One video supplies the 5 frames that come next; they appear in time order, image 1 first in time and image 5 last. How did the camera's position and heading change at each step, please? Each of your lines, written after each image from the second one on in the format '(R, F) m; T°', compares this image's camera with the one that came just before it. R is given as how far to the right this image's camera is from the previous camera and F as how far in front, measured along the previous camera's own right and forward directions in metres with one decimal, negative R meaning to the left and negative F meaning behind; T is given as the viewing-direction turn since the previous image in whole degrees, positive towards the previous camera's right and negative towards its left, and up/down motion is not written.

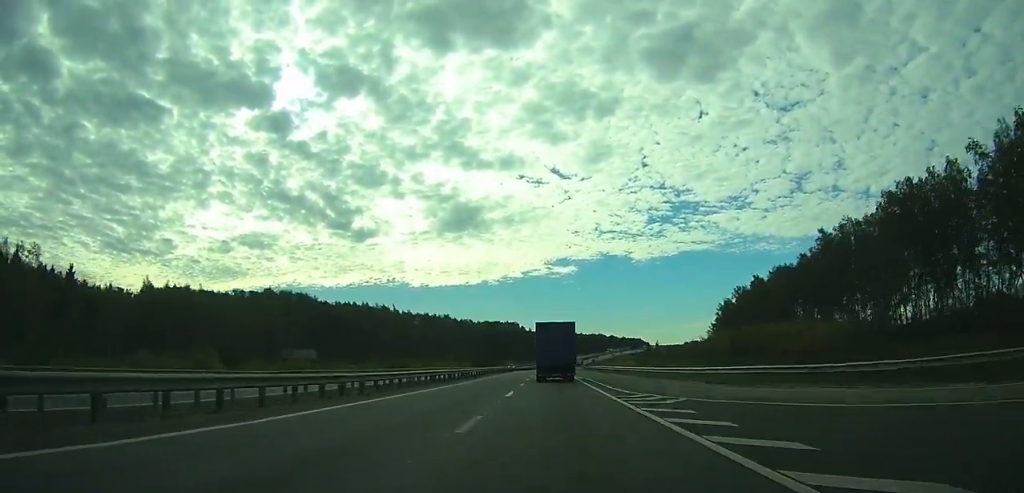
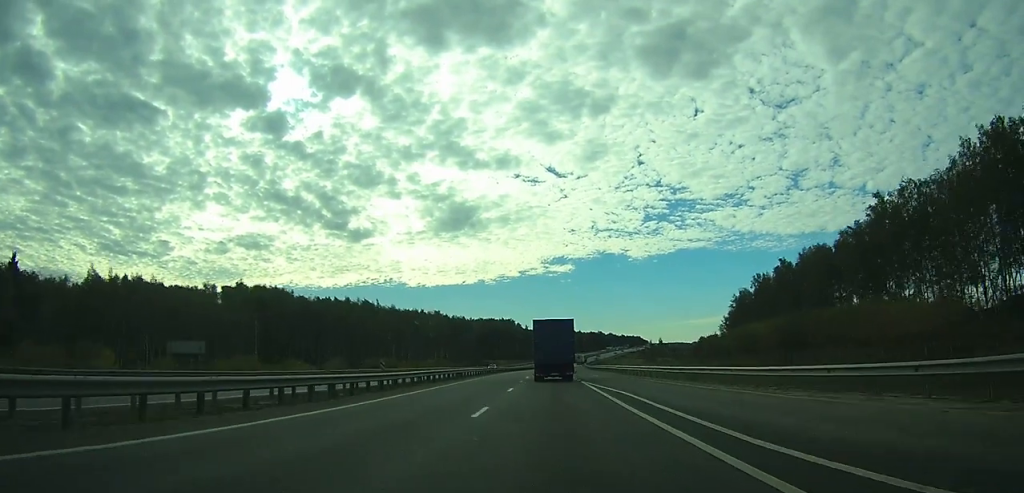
(-0.1, +20.2) m; 0°
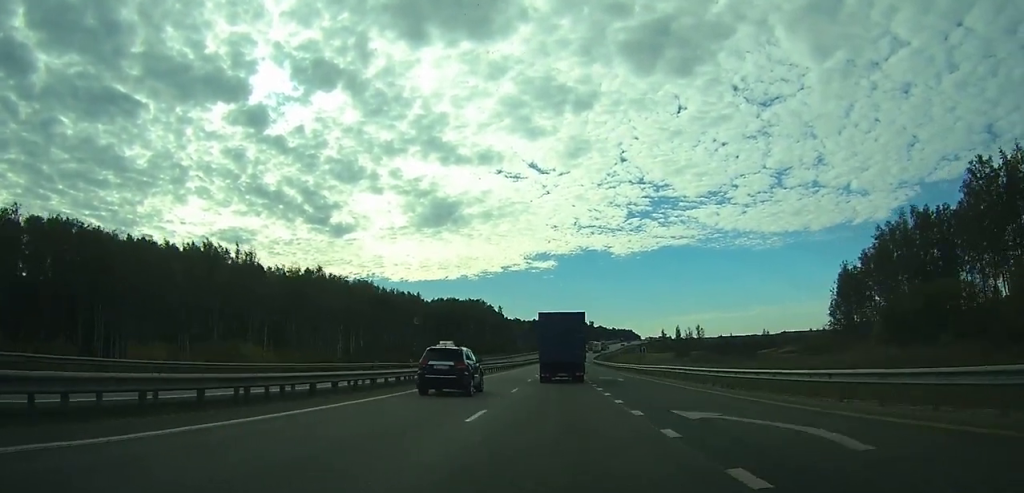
(+0.1, +96.9) m; +1°
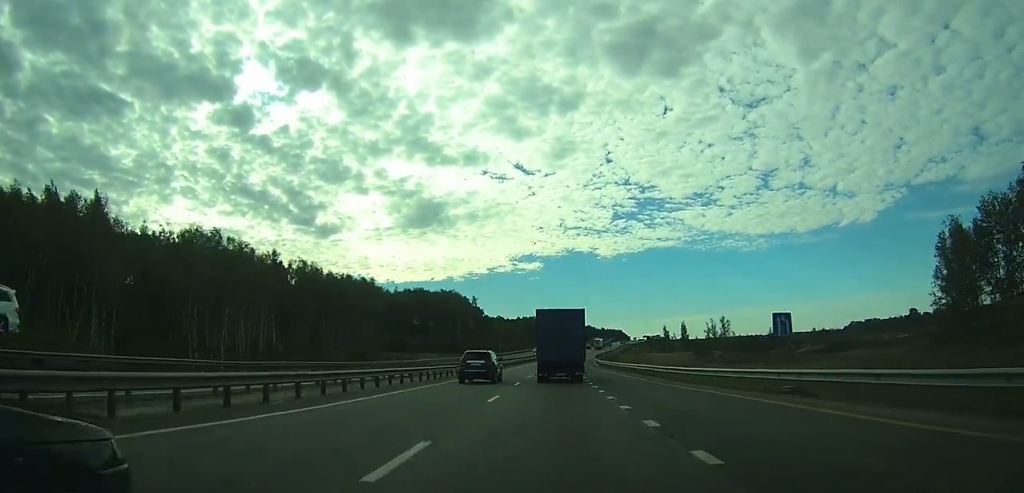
(+0.5, +42.3) m; +1°
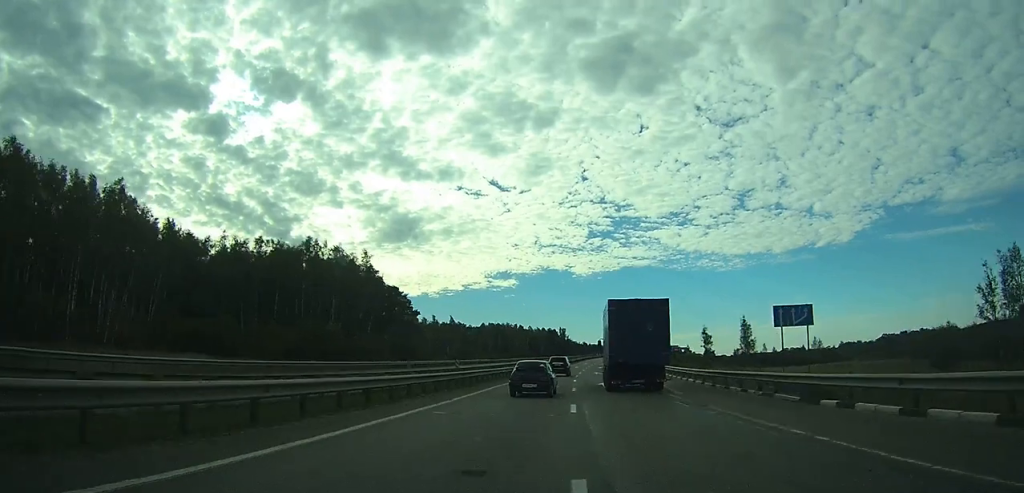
(+1.9, +108.3) m; +3°
